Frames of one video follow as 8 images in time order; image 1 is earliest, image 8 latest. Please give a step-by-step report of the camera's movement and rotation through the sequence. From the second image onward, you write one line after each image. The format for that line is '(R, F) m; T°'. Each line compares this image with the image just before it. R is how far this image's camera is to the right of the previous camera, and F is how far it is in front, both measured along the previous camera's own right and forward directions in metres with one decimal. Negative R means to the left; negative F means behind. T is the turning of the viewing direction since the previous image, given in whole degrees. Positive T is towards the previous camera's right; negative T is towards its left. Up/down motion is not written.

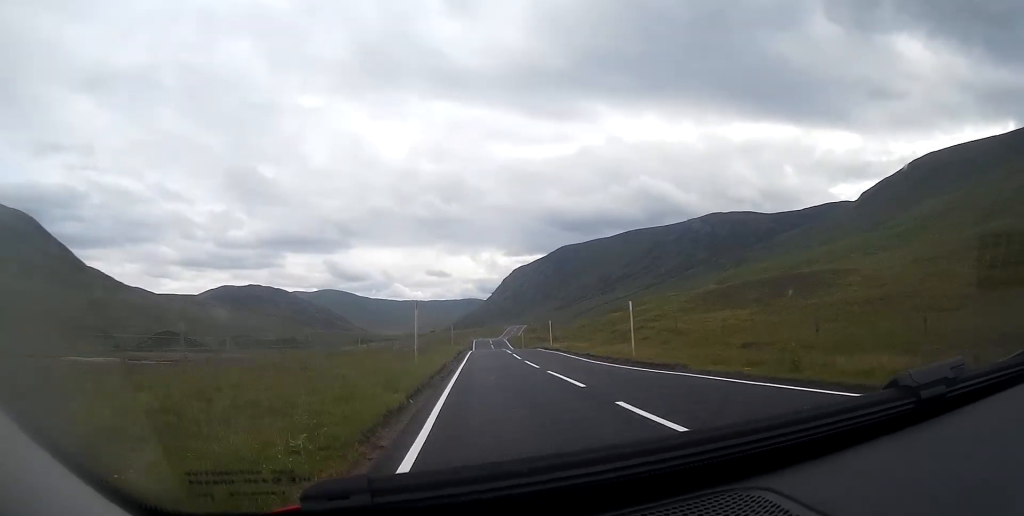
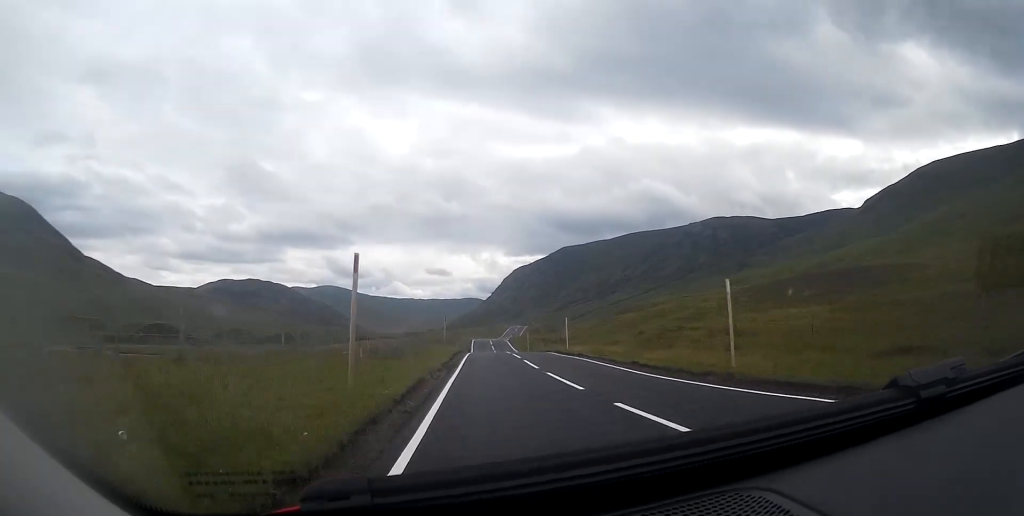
(+0.1, +9.1) m; 0°
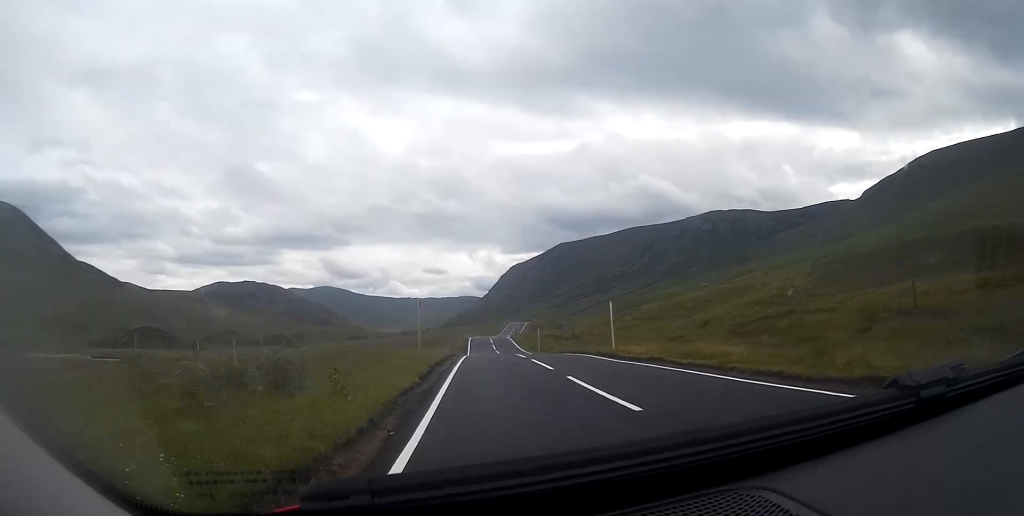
(-0.1, +13.7) m; 0°
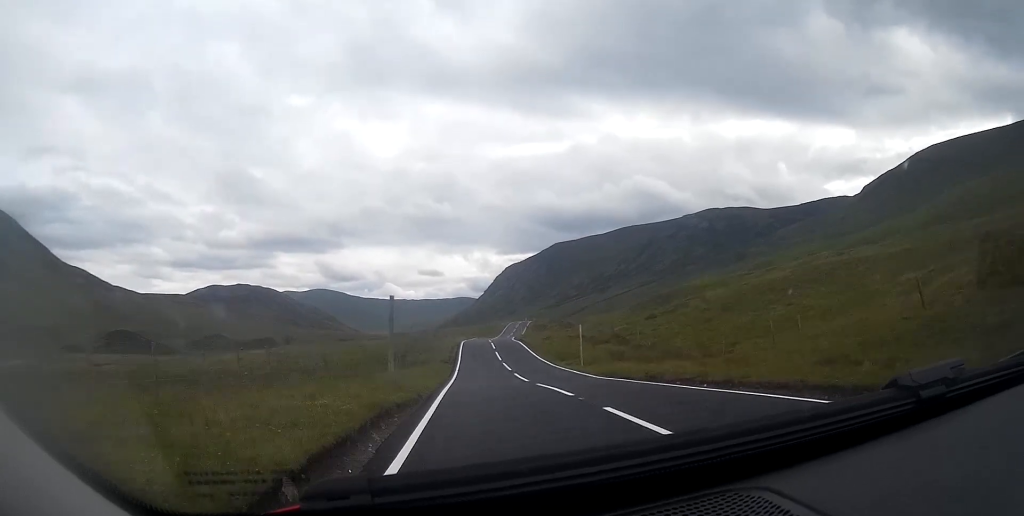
(-0.1, +23.6) m; -1°
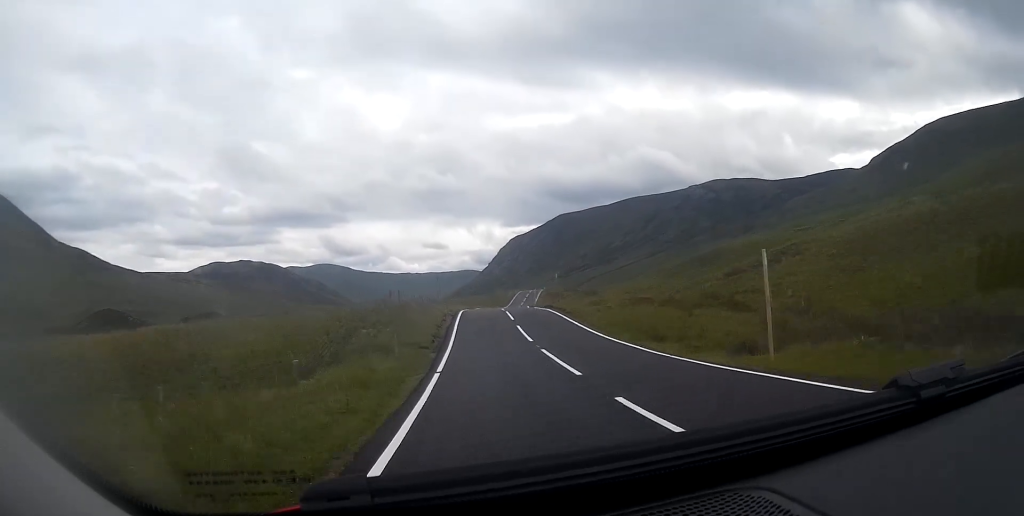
(-0.2, +19.7) m; 0°
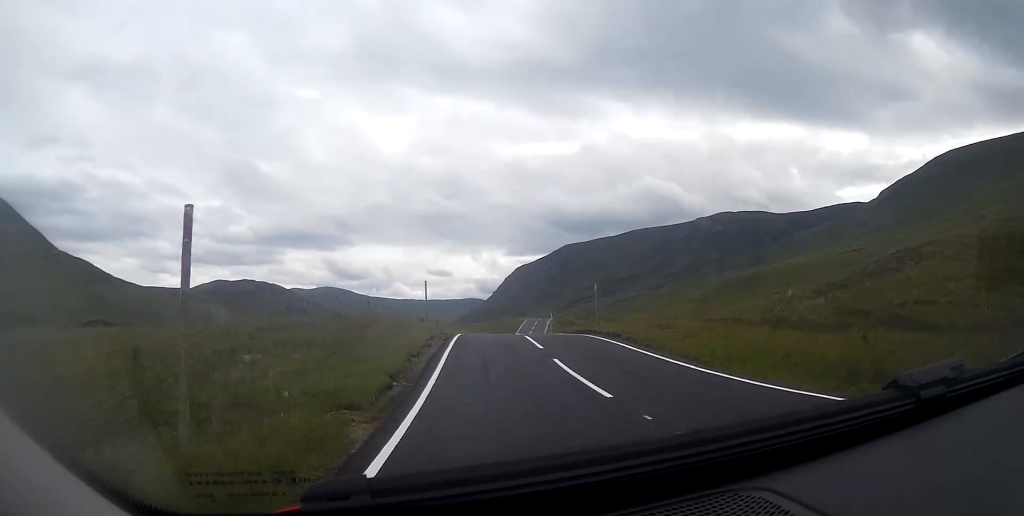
(0.0, +11.8) m; +1°
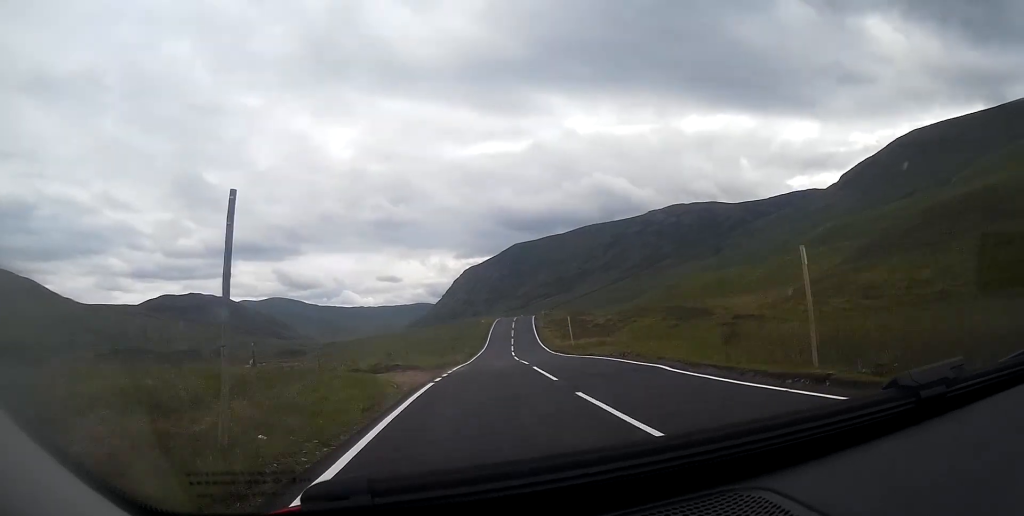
(+1.7, +50.9) m; +4°
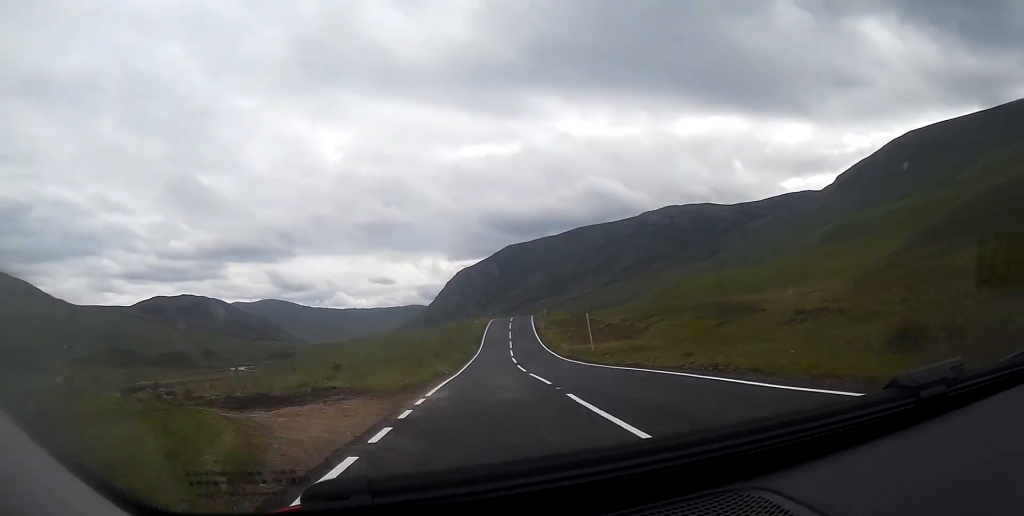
(+0.1, +8.9) m; +1°
